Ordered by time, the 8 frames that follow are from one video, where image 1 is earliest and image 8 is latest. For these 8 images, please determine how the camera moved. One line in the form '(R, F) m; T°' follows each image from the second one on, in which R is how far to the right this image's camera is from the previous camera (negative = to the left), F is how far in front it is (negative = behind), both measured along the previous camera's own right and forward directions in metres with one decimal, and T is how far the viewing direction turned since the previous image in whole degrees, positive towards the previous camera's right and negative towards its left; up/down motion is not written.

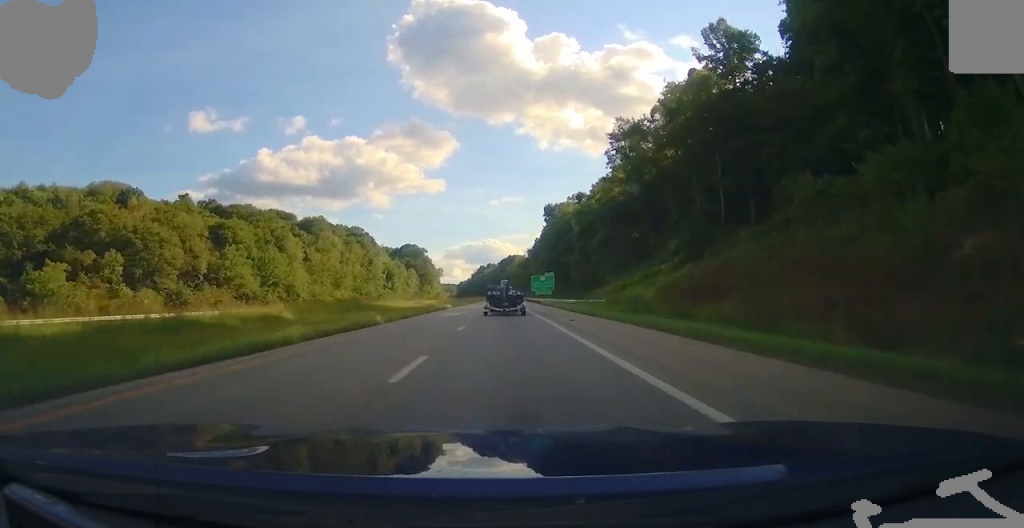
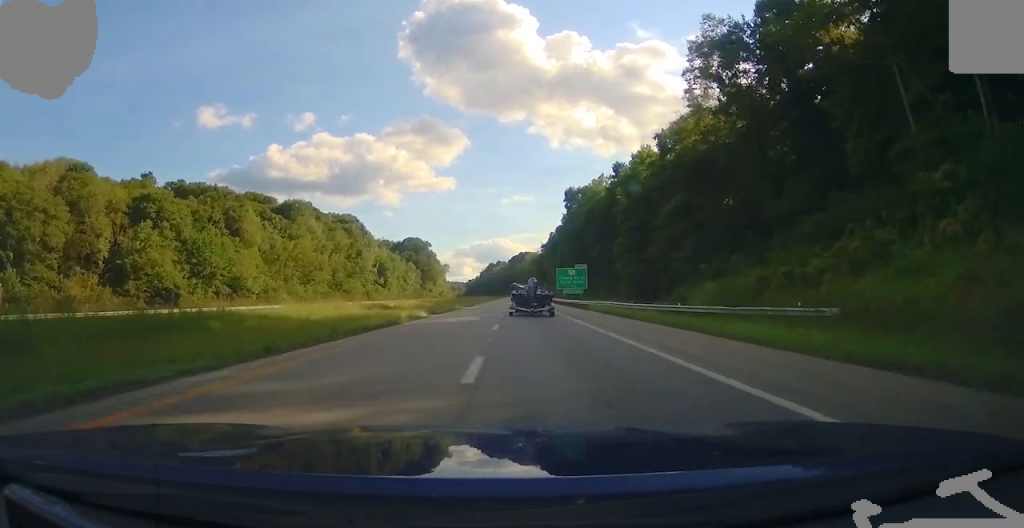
(0.0, +36.4) m; 0°
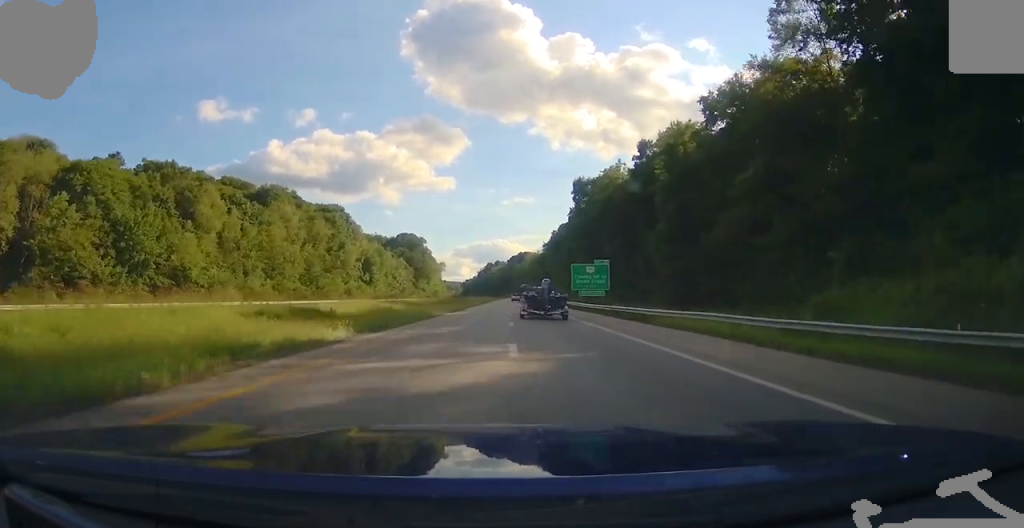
(-0.1, +21.3) m; 0°
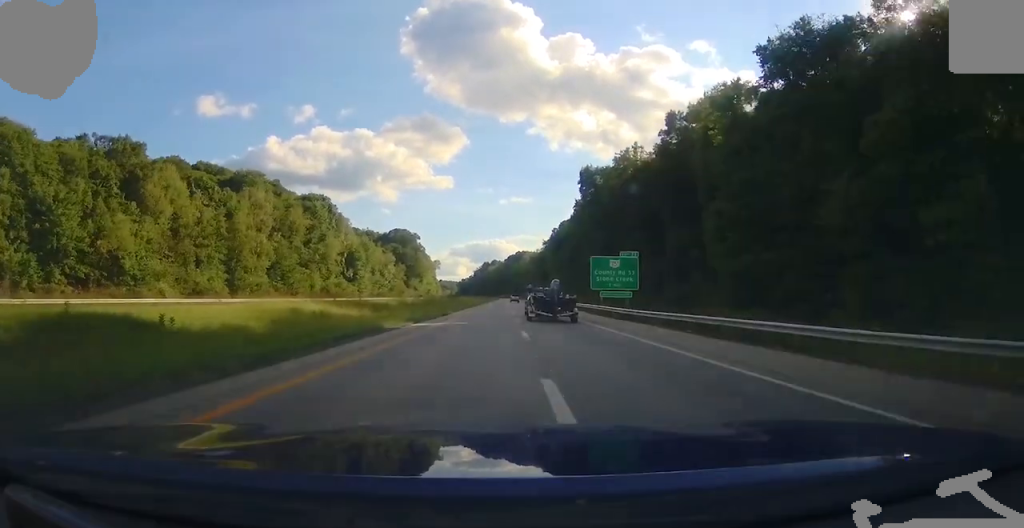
(-0.1, +18.0) m; 0°
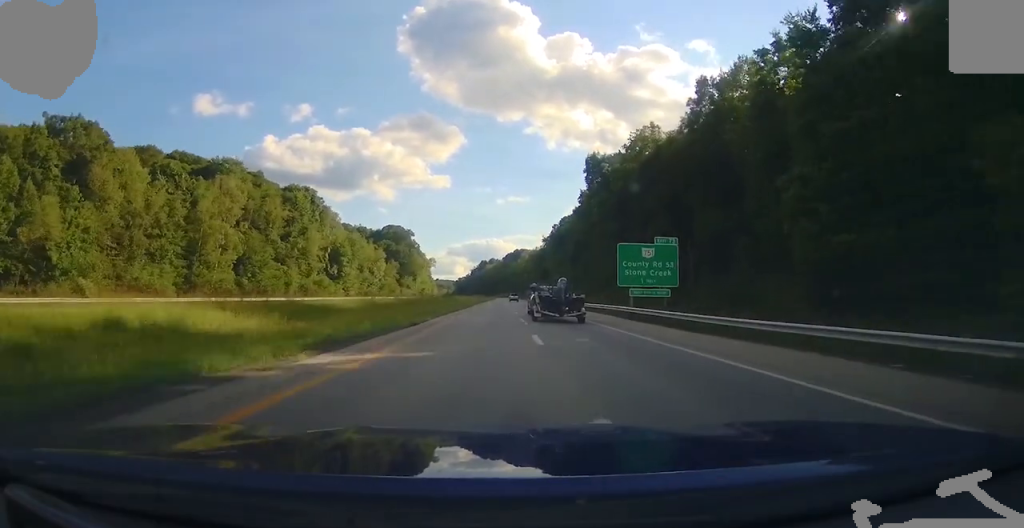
(0.0, +14.8) m; 0°
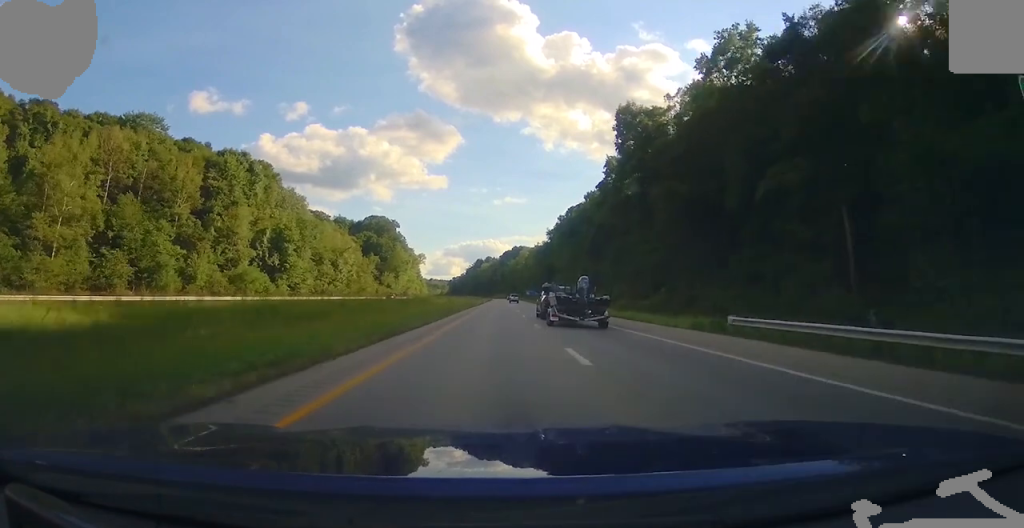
(+0.3, +41.2) m; +1°
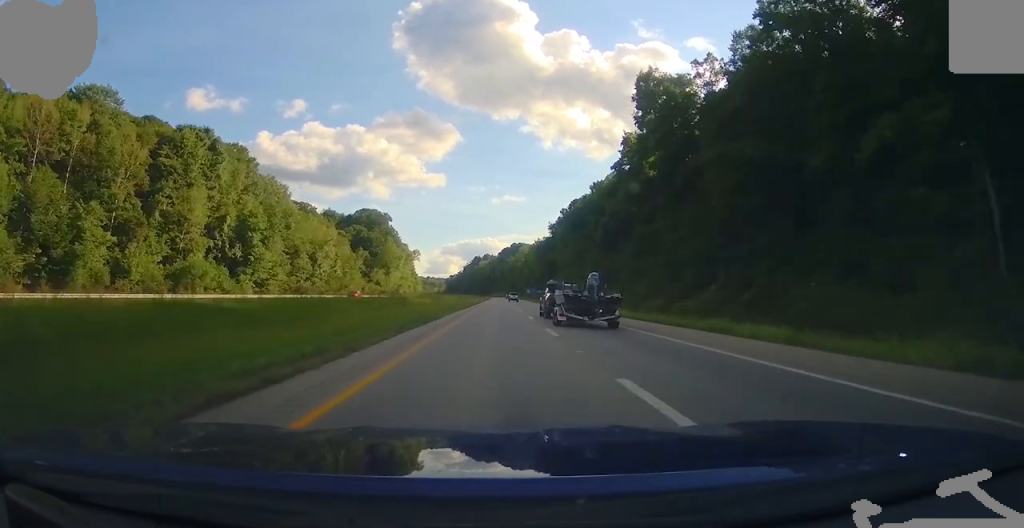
(+0.1, +17.3) m; 0°
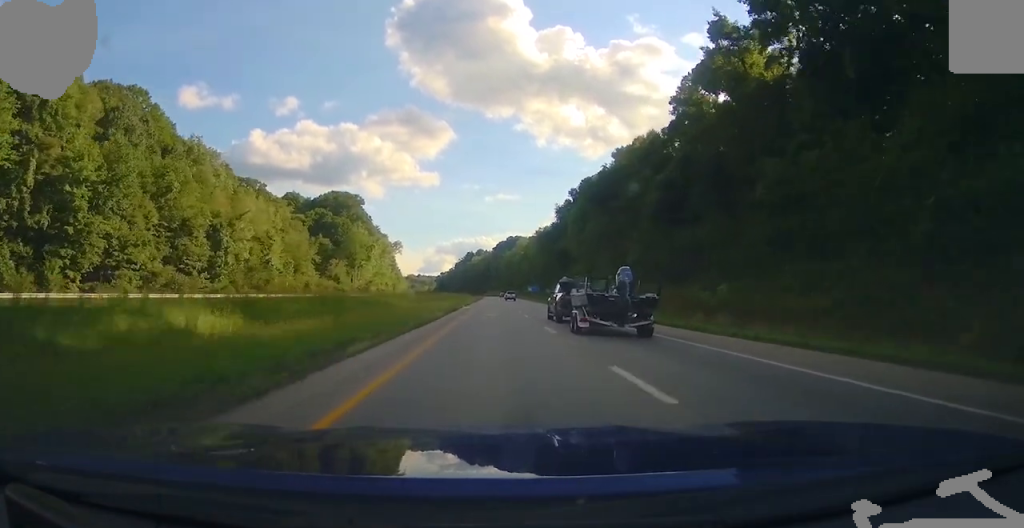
(+0.6, +47.6) m; +1°
